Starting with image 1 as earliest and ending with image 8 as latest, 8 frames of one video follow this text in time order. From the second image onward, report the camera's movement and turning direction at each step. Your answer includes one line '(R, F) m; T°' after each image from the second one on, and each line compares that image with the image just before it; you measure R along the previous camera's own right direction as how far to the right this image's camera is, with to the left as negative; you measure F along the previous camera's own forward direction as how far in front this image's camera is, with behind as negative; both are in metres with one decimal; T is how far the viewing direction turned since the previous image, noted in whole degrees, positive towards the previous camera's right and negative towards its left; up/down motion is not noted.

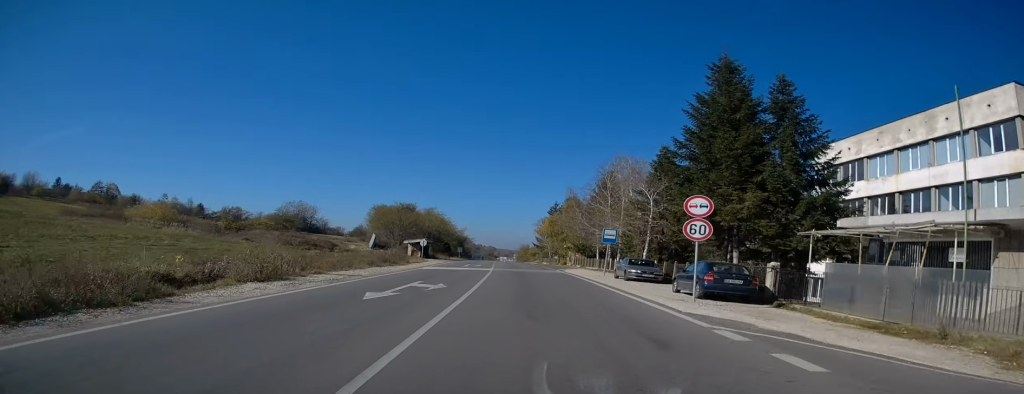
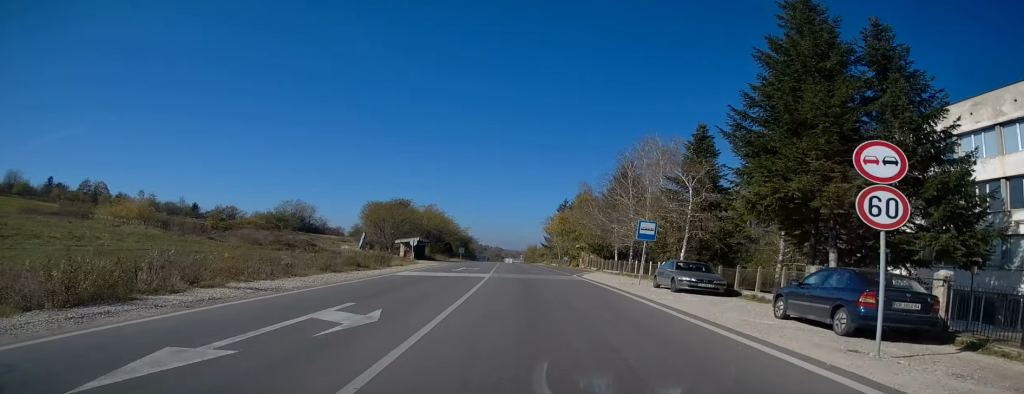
(-0.1, +8.4) m; -1°
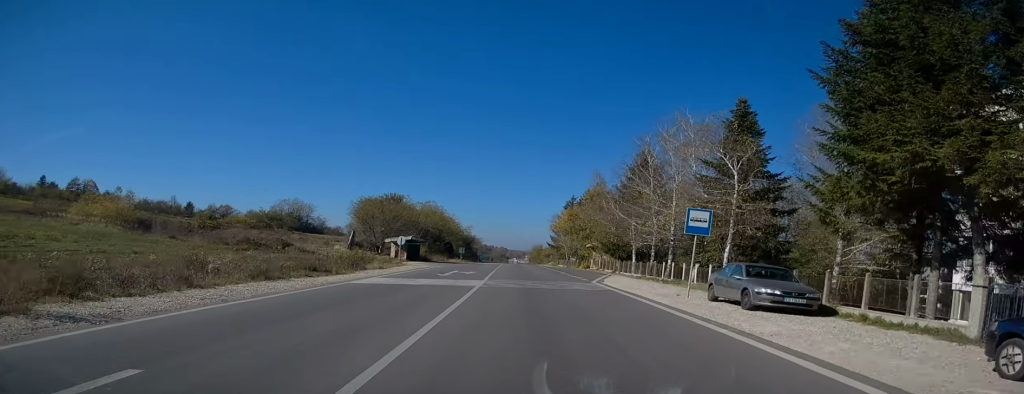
(0.0, +6.7) m; 0°
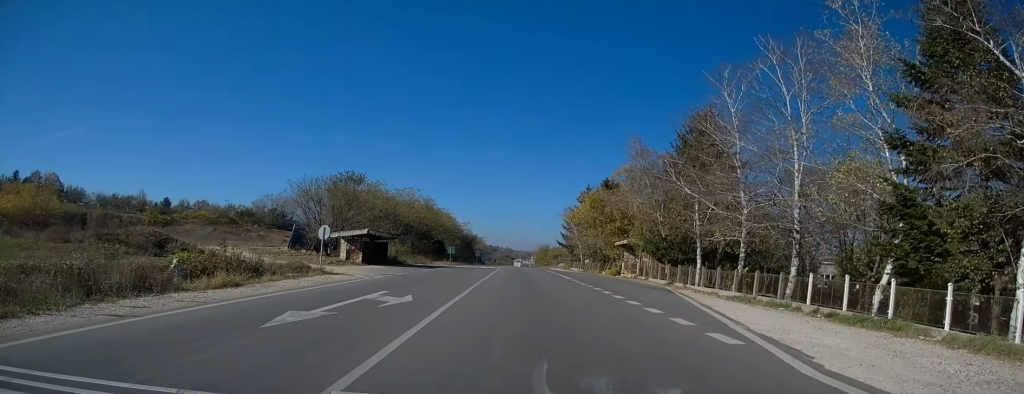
(-0.1, +17.0) m; -2°
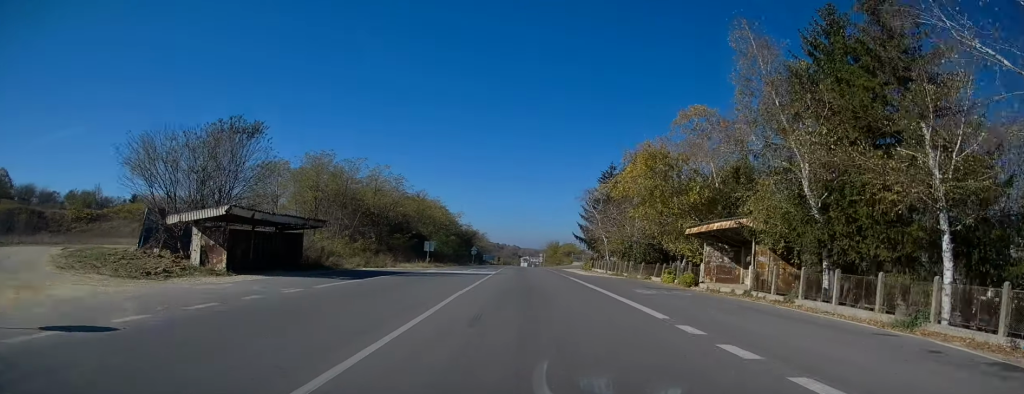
(-0.3, +19.2) m; 0°
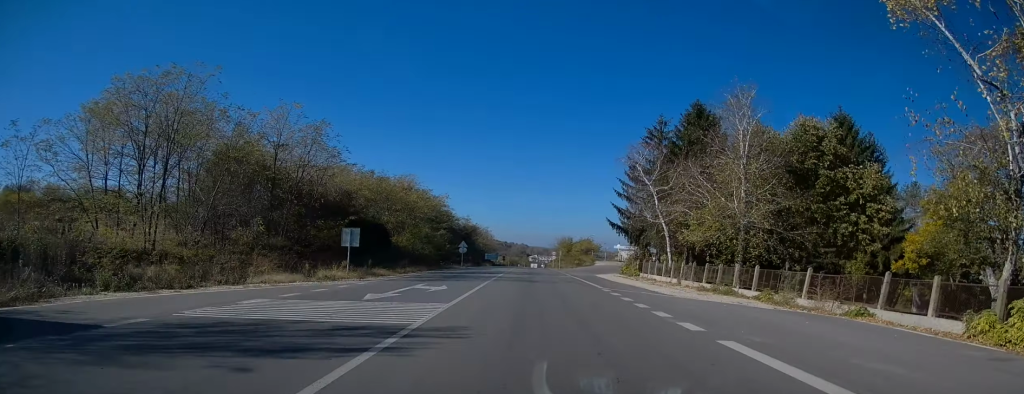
(0.0, +23.0) m; -1°
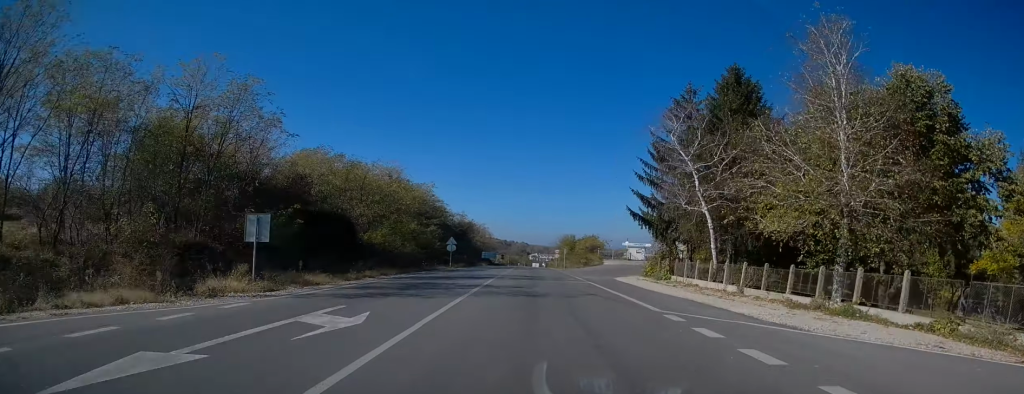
(-0.1, +8.8) m; -1°
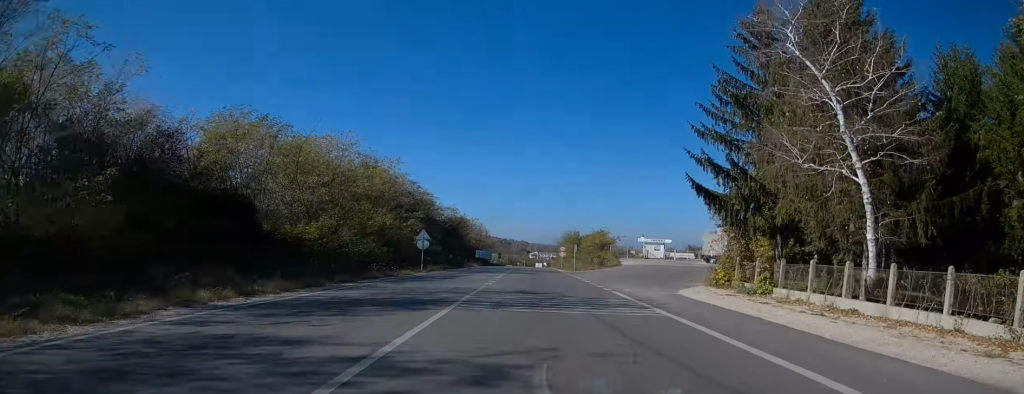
(-0.1, +13.2) m; 0°
